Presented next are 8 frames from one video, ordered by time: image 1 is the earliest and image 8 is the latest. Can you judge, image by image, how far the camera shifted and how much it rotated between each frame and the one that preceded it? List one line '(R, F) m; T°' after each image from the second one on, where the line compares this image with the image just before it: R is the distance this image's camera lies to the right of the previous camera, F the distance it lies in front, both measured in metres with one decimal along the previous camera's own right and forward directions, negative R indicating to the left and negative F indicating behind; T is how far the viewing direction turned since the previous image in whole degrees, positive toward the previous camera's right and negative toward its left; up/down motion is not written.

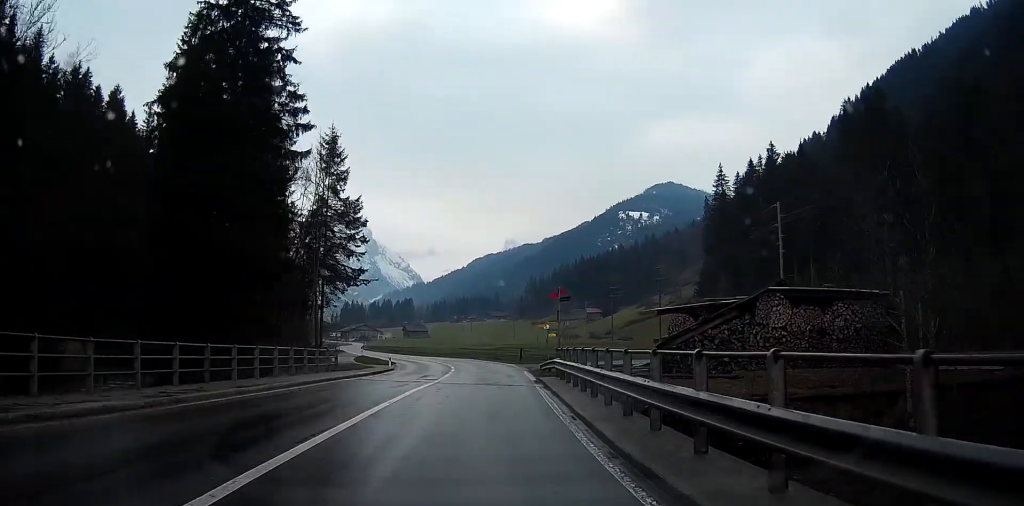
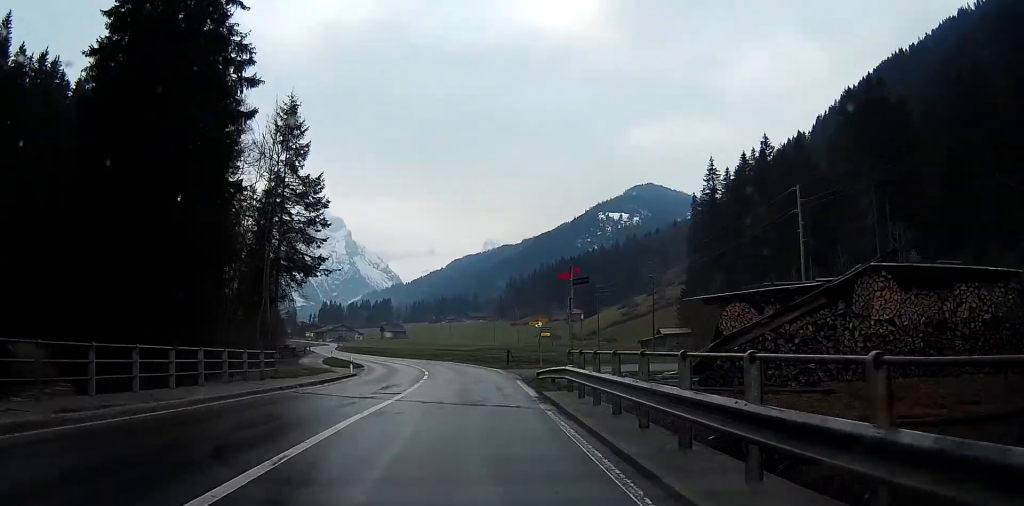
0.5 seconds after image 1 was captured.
(+0.2, +7.5) m; +2°
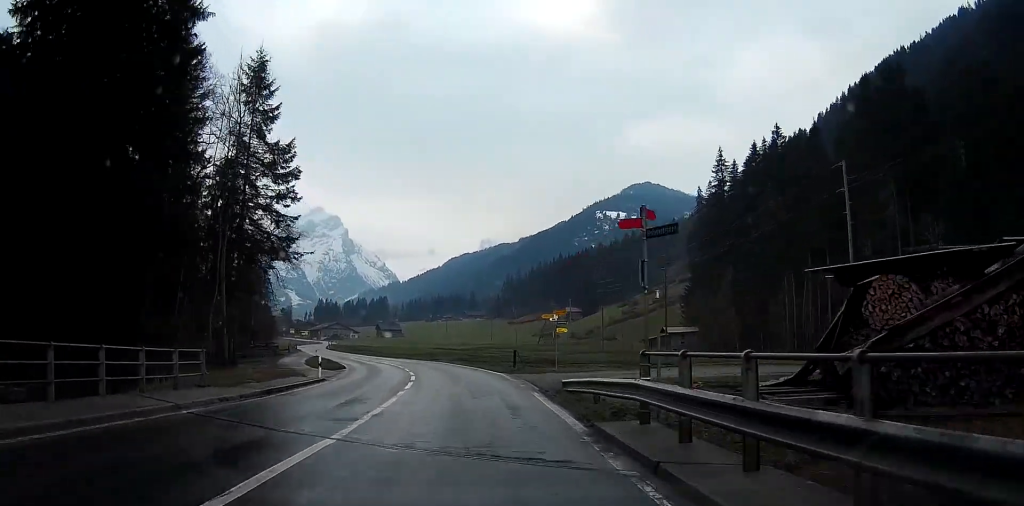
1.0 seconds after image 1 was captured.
(+0.3, +7.7) m; 0°
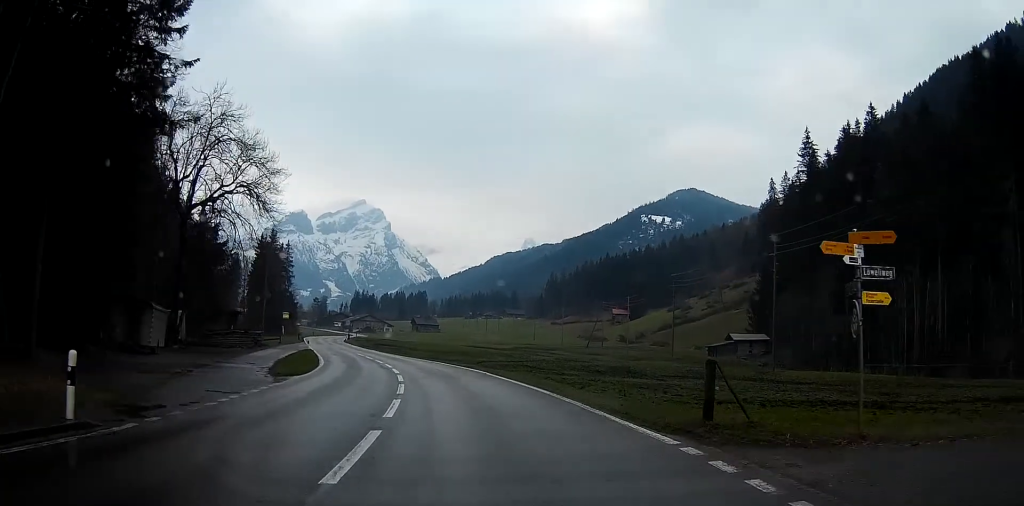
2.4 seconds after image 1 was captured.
(-0.5, +22.5) m; -3°
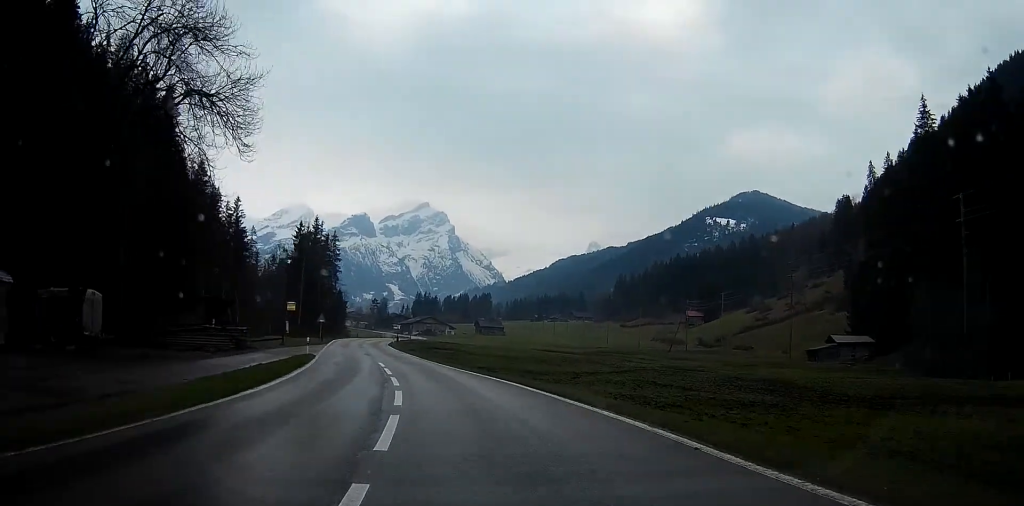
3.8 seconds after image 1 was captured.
(-0.7, +22.1) m; -5°
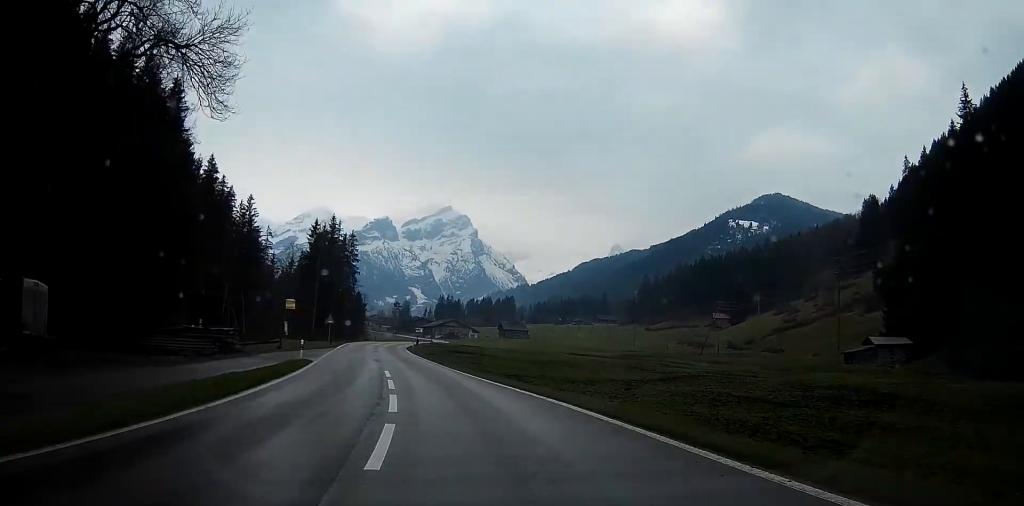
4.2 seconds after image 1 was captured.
(0.0, +7.2) m; -2°
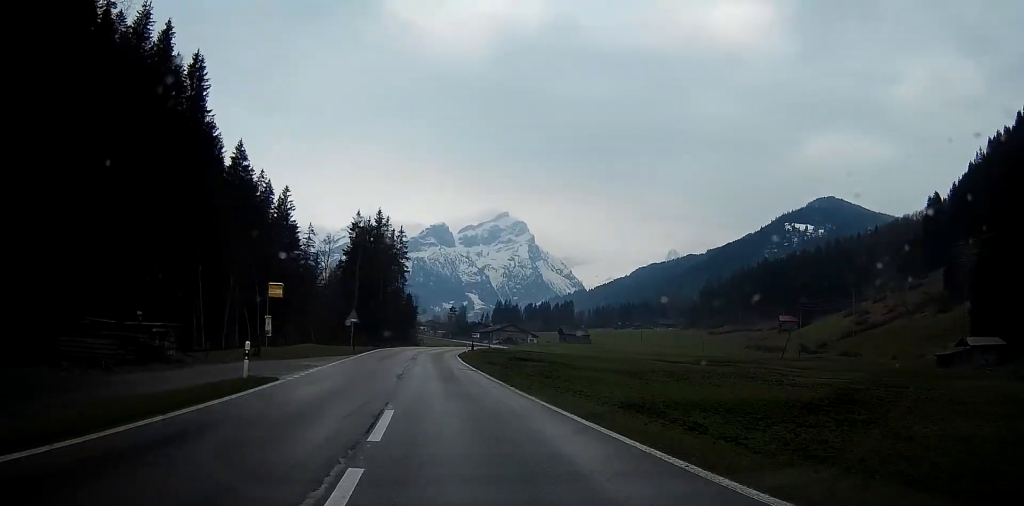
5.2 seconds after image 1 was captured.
(-0.7, +16.2) m; -5°
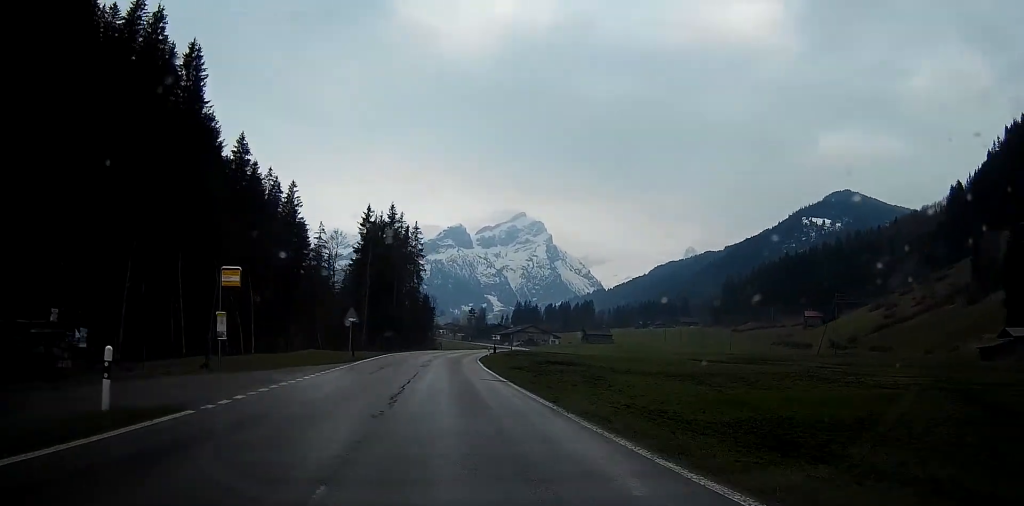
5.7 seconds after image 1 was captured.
(-0.2, +8.5) m; -2°
